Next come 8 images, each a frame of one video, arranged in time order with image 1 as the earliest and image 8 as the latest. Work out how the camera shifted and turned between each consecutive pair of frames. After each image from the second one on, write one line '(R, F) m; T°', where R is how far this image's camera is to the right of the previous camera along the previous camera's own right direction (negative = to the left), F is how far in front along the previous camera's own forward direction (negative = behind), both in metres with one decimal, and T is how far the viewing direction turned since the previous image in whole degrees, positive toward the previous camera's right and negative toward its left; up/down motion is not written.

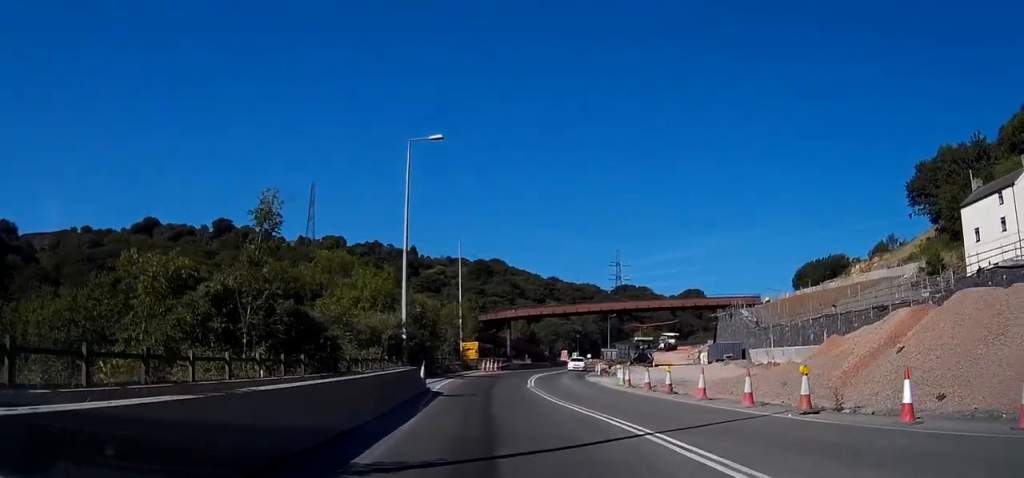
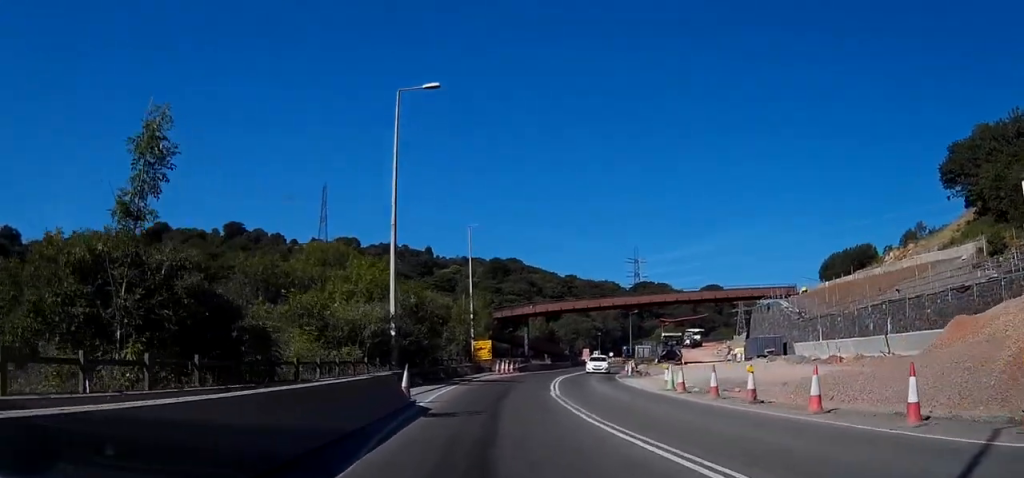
(+0.1, +7.4) m; 0°
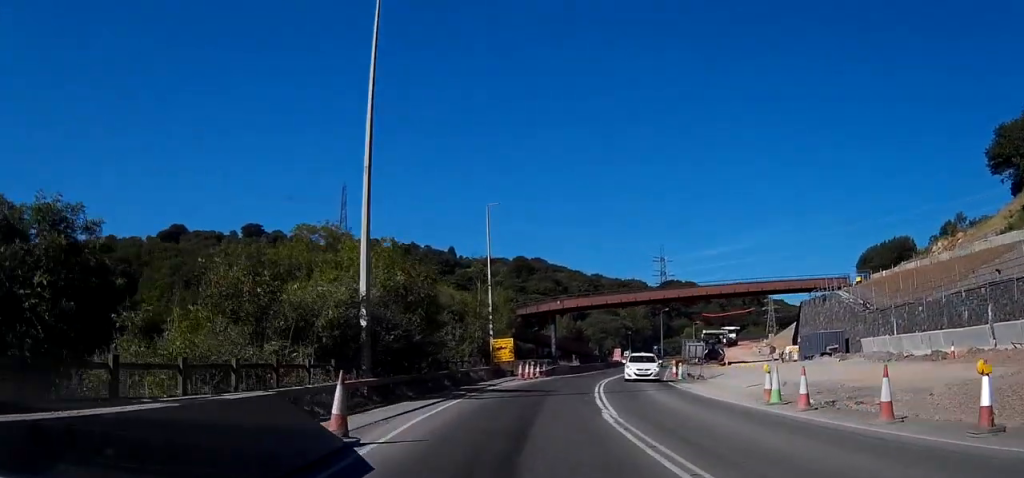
(0.0, +9.0) m; -1°
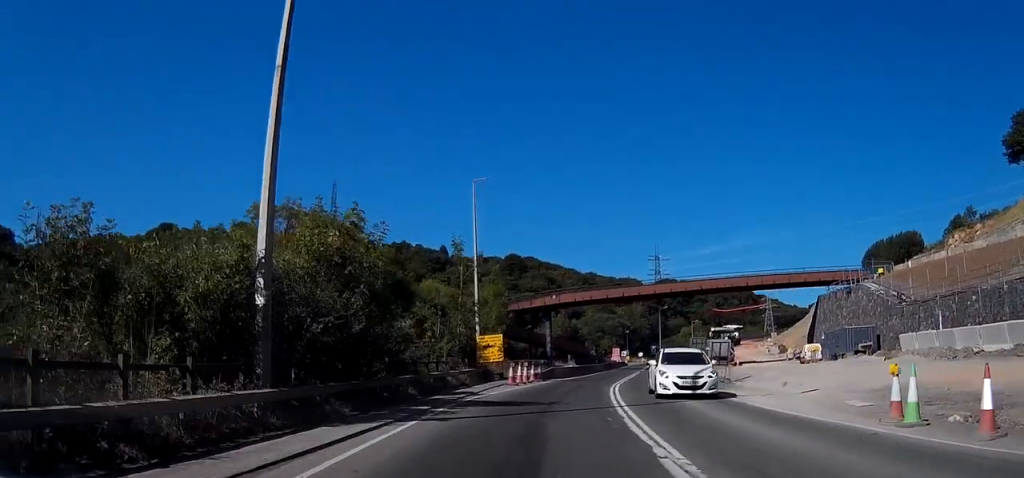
(-0.1, +7.1) m; -1°
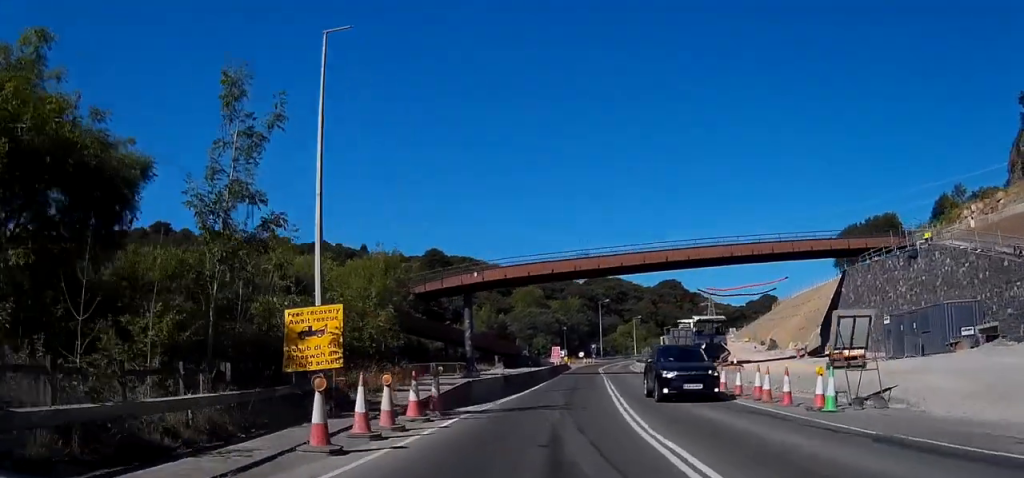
(+0.8, +21.7) m; +6°
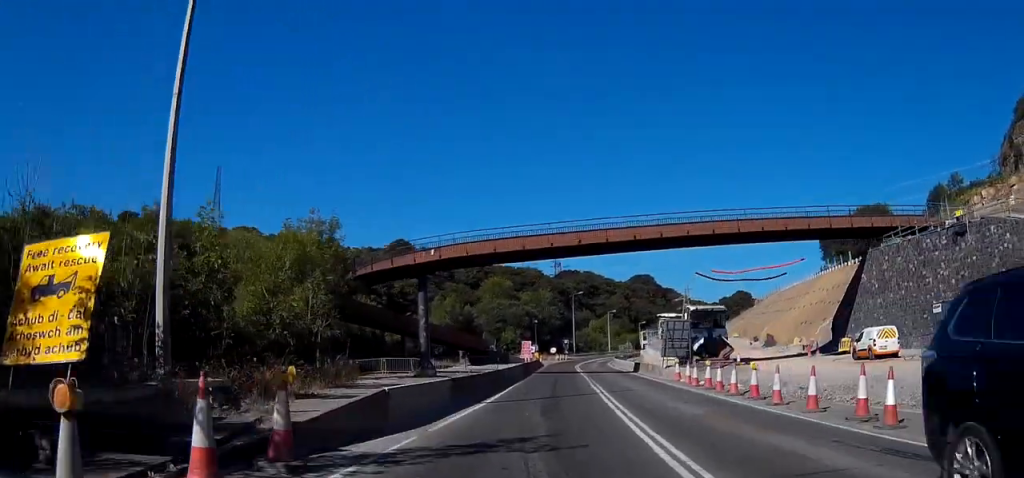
(+0.2, +8.3) m; +3°
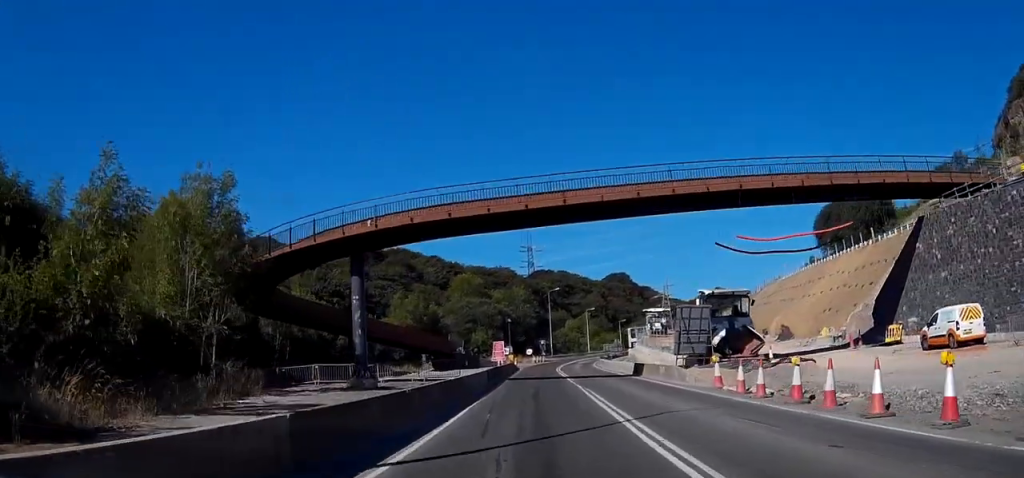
(+0.3, +10.7) m; +2°
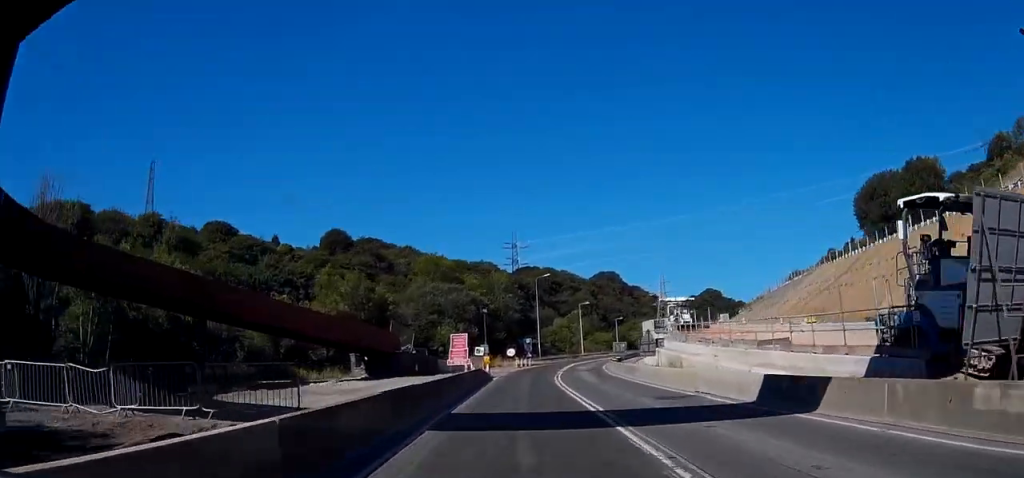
(+0.3, +24.5) m; +1°
